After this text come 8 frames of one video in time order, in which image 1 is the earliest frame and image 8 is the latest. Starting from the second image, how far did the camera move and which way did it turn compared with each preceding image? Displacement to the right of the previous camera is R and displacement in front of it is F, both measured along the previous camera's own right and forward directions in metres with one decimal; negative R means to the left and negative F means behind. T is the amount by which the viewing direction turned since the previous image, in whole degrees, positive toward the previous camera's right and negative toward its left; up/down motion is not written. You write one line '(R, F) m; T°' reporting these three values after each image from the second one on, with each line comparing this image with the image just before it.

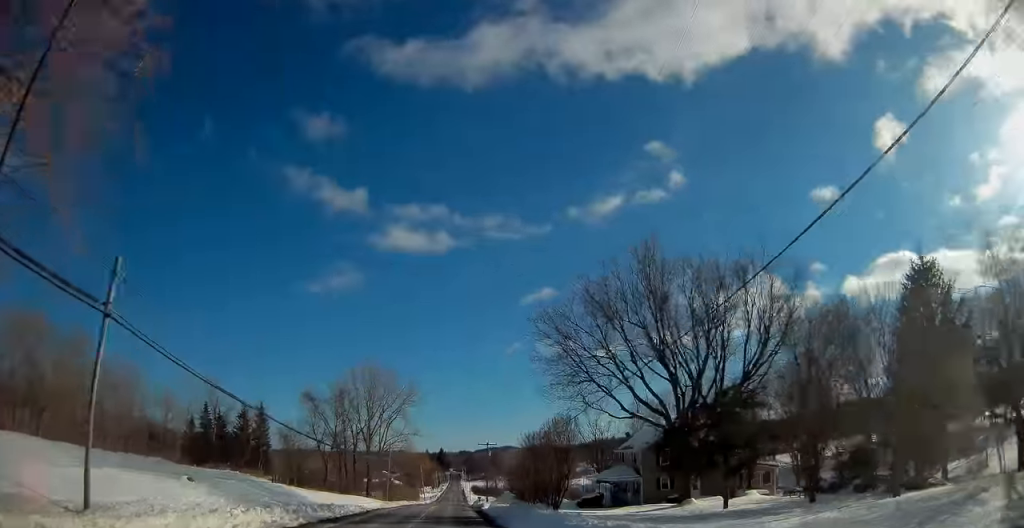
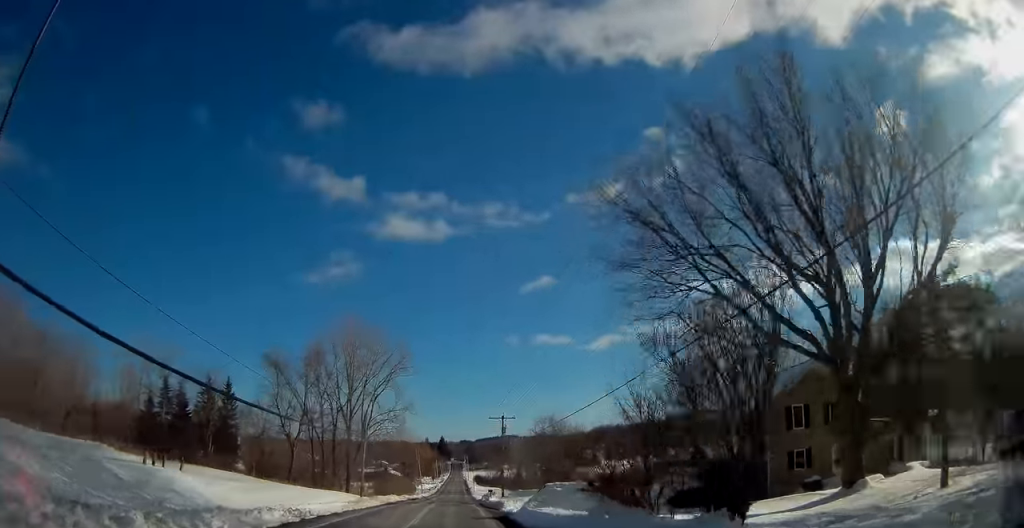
(0.0, +19.8) m; 0°
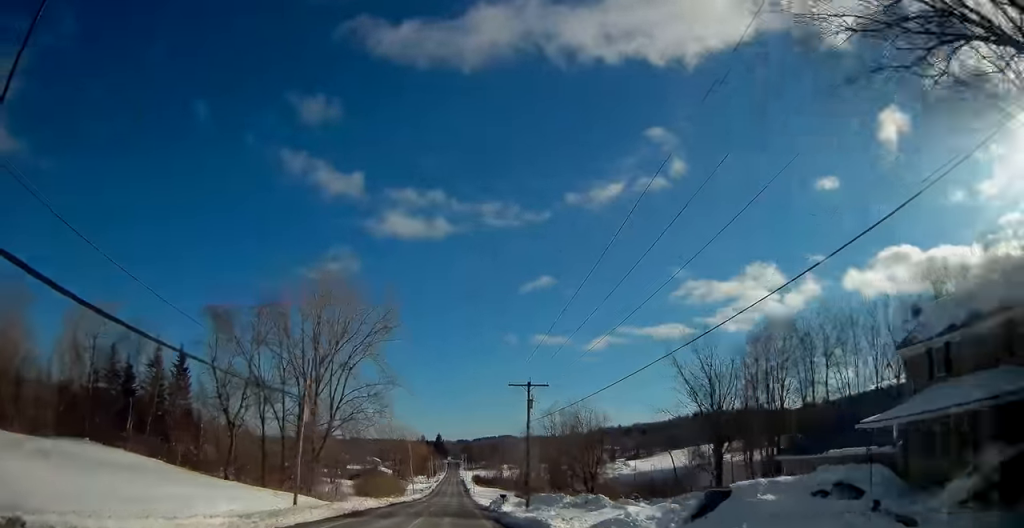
(+0.1, +18.9) m; +1°
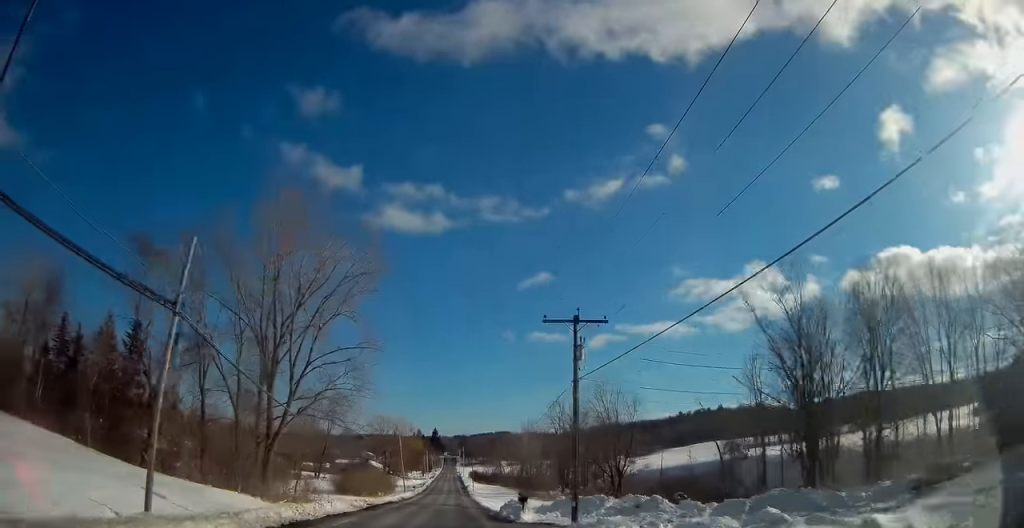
(+0.1, +13.9) m; +1°
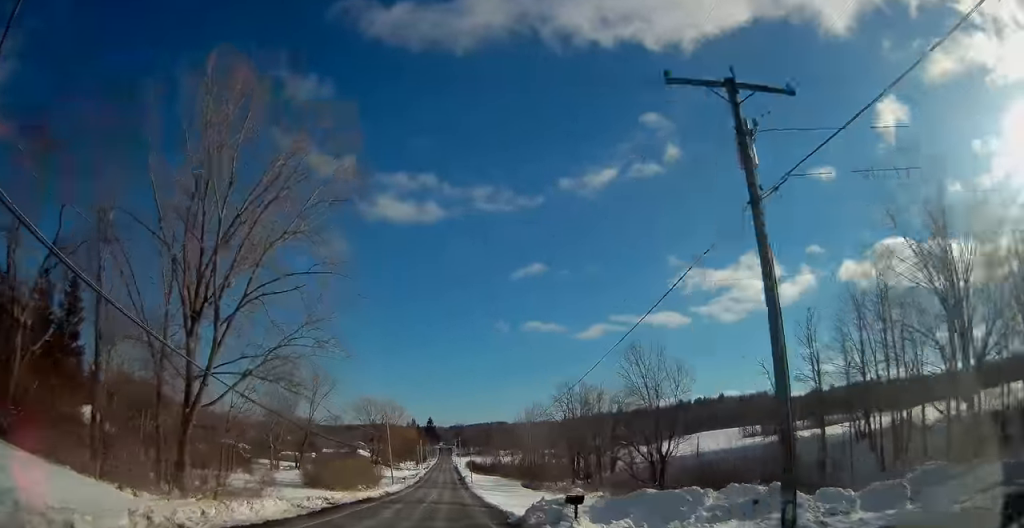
(0.0, +14.0) m; +1°
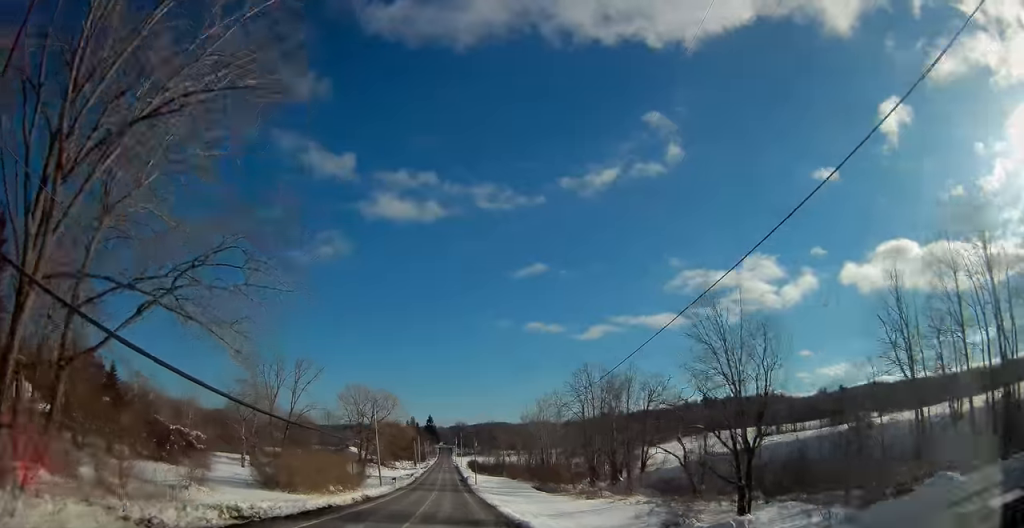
(+0.2, +15.2) m; 0°
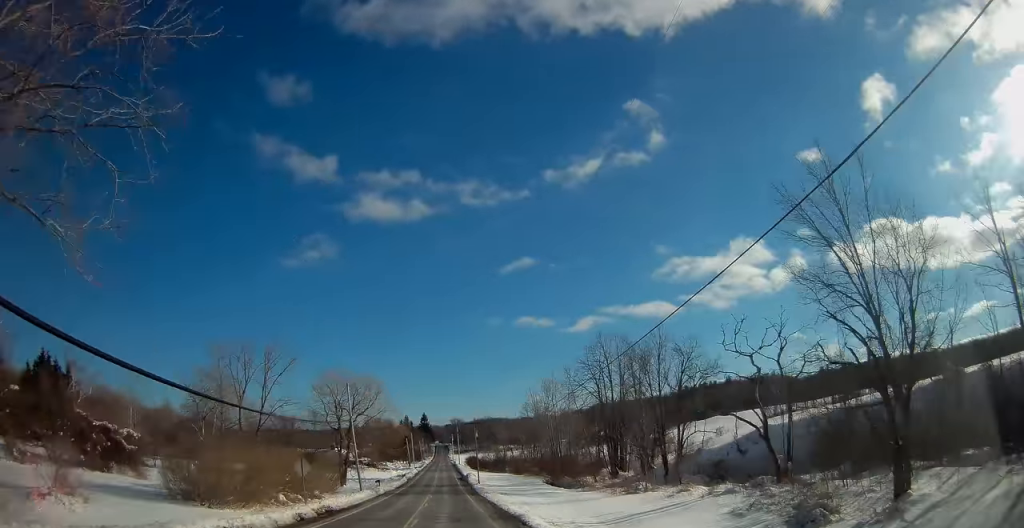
(0.0, +14.5) m; 0°
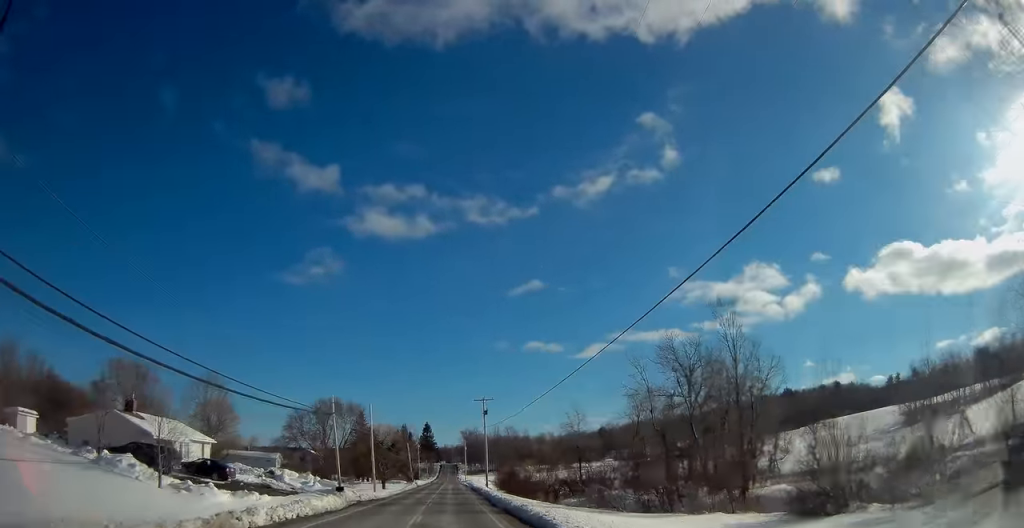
(-1.3, +95.3) m; -1°
